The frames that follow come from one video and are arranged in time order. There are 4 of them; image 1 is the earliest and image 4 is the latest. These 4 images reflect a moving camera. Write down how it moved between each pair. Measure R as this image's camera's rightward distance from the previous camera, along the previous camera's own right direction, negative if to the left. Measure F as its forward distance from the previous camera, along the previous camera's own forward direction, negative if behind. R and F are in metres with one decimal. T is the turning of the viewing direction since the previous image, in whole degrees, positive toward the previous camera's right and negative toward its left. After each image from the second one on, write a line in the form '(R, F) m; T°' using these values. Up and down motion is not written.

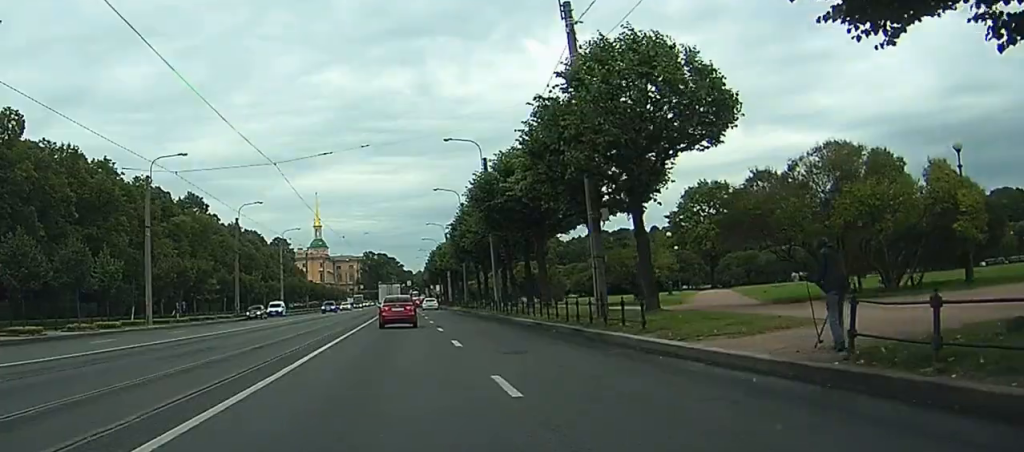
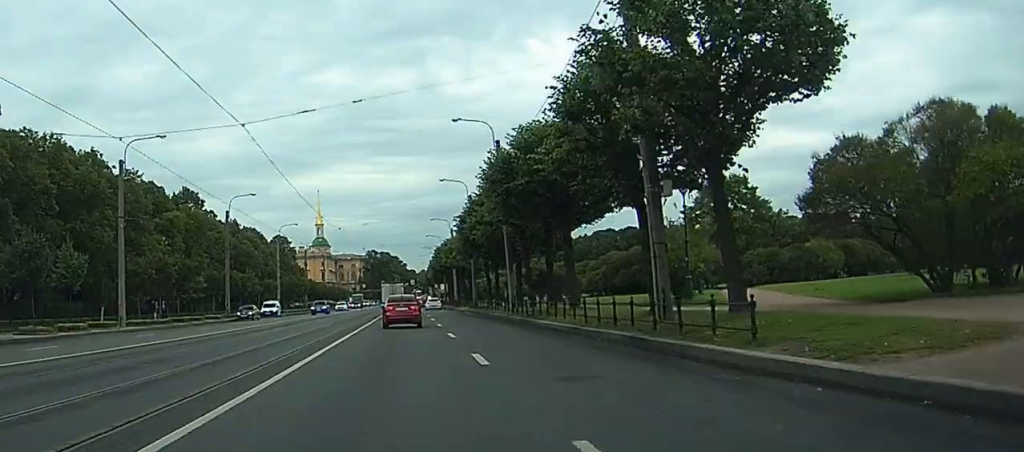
(0.0, +6.6) m; 0°
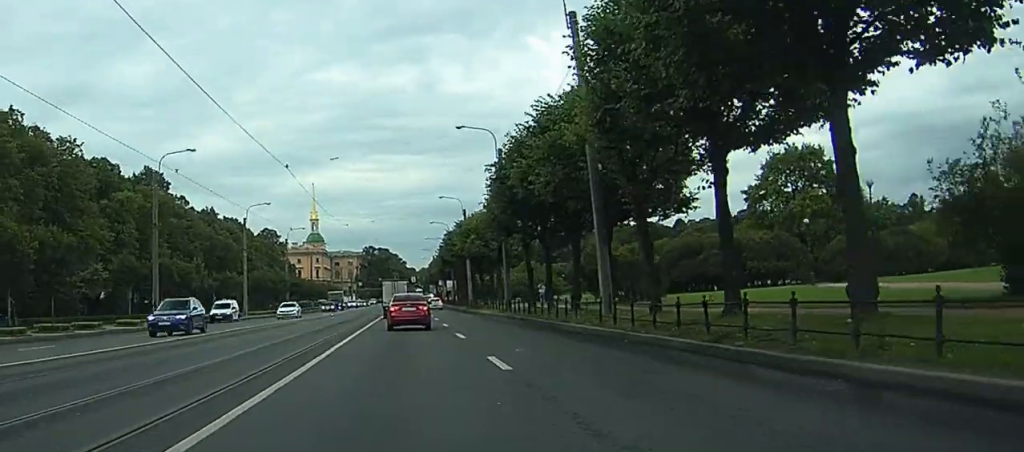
(-0.1, +25.9) m; 0°
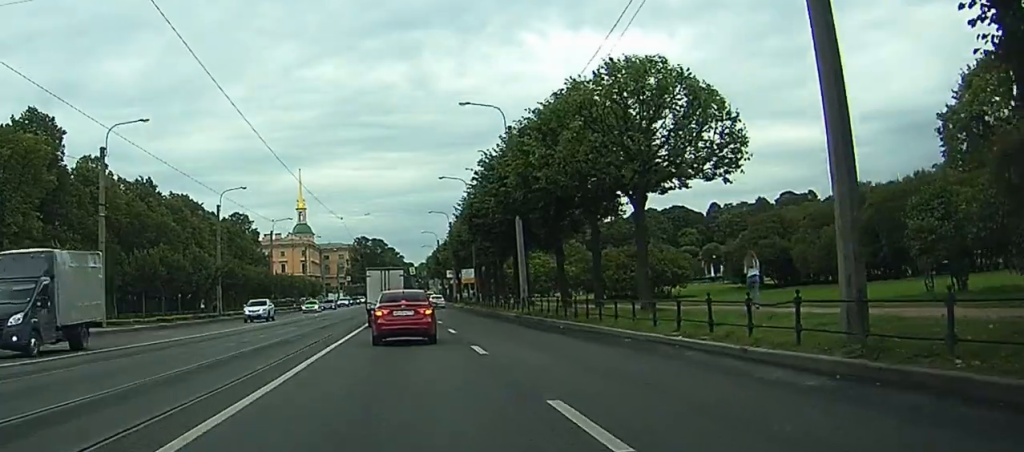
(+0.5, +46.7) m; +2°
